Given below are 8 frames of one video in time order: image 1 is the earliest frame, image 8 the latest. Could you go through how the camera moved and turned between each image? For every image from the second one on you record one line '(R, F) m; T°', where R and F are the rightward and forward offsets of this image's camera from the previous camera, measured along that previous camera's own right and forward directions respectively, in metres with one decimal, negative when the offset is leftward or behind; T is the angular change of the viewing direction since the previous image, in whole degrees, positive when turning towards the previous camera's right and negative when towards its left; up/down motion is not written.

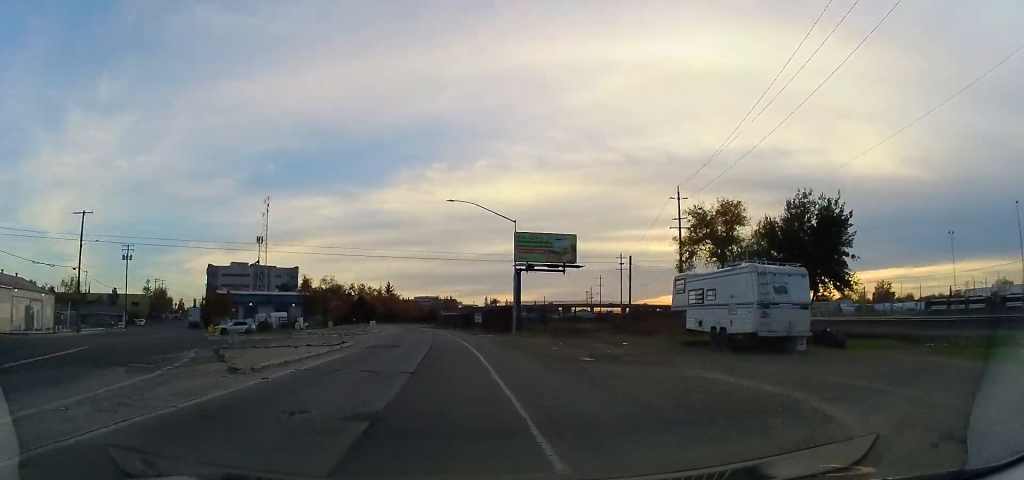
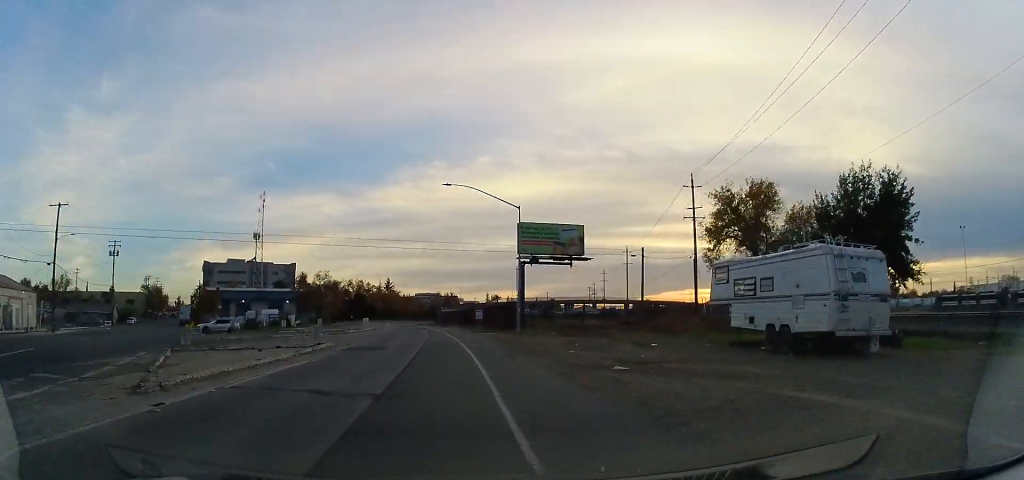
(-0.1, +4.4) m; 0°
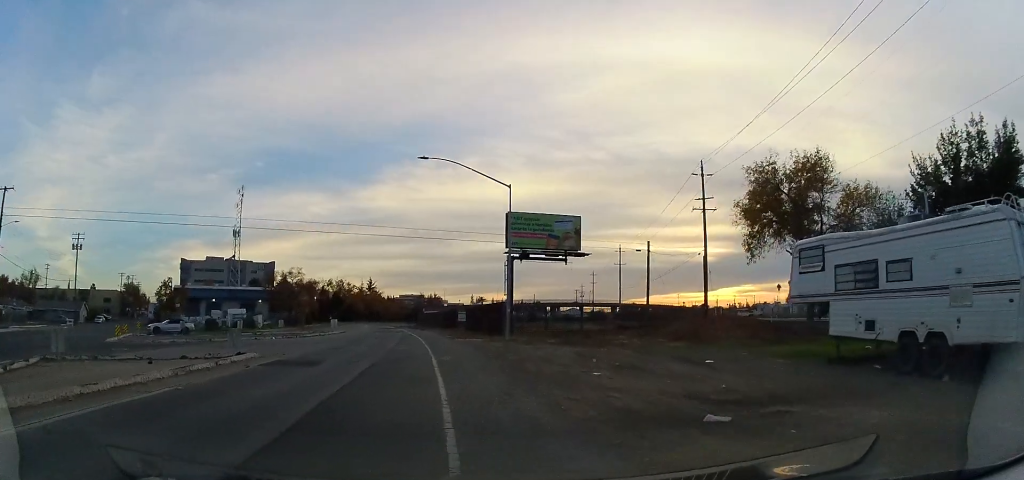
(-0.1, +7.1) m; +3°
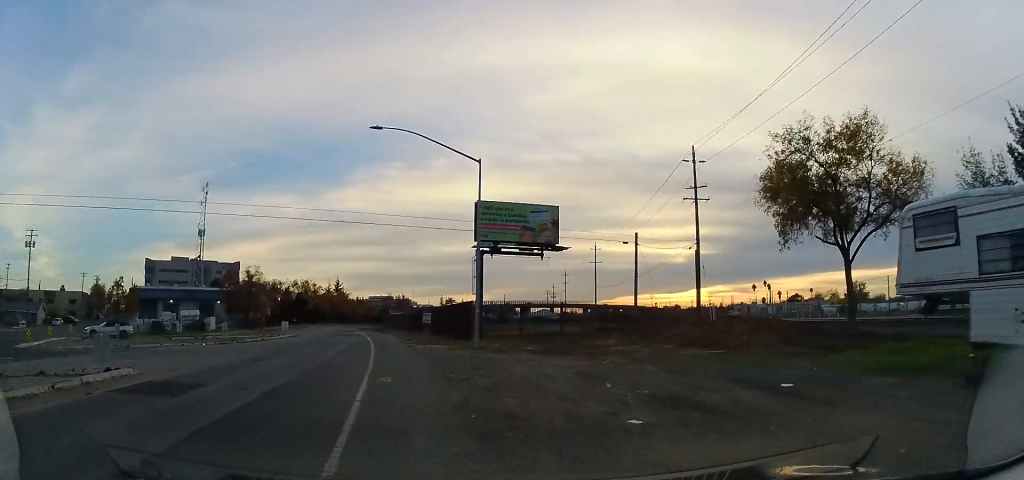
(+0.4, +5.8) m; +6°
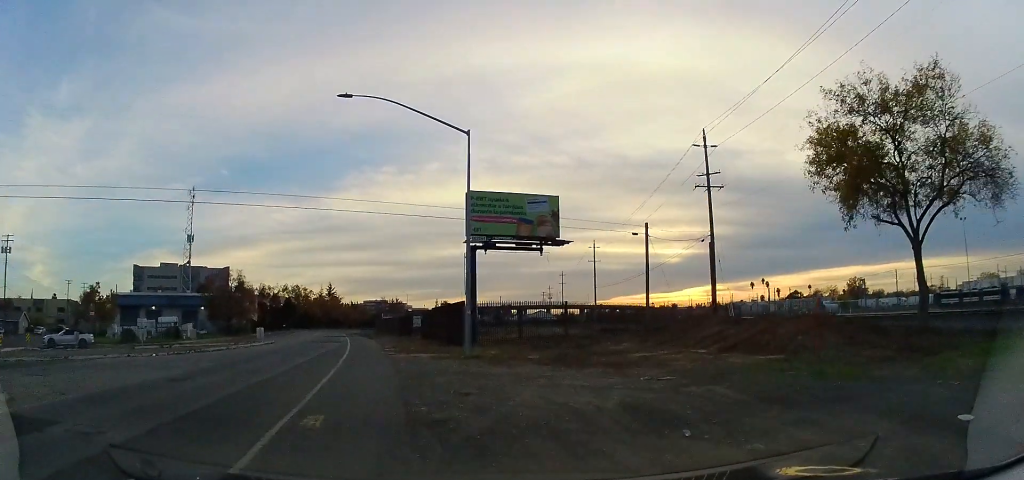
(+0.3, +5.1) m; +2°
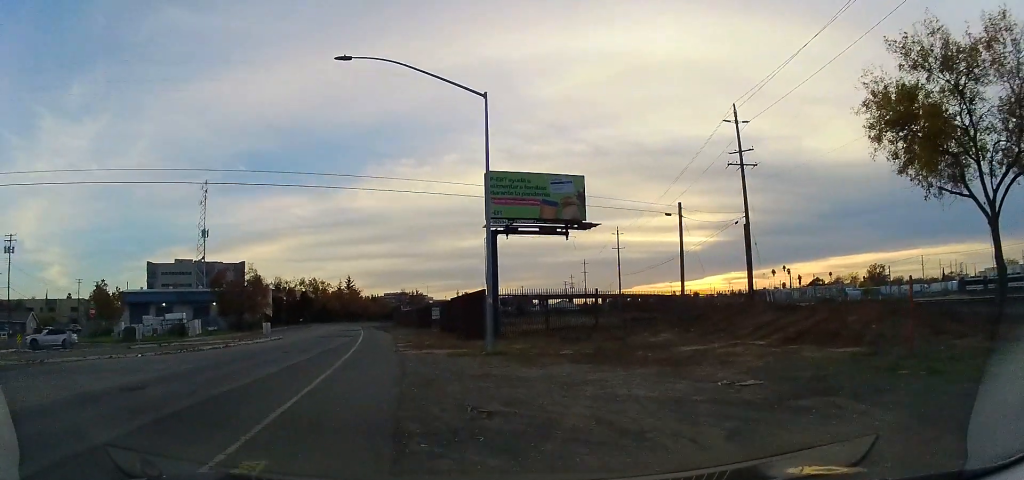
(+0.1, +3.5) m; -1°
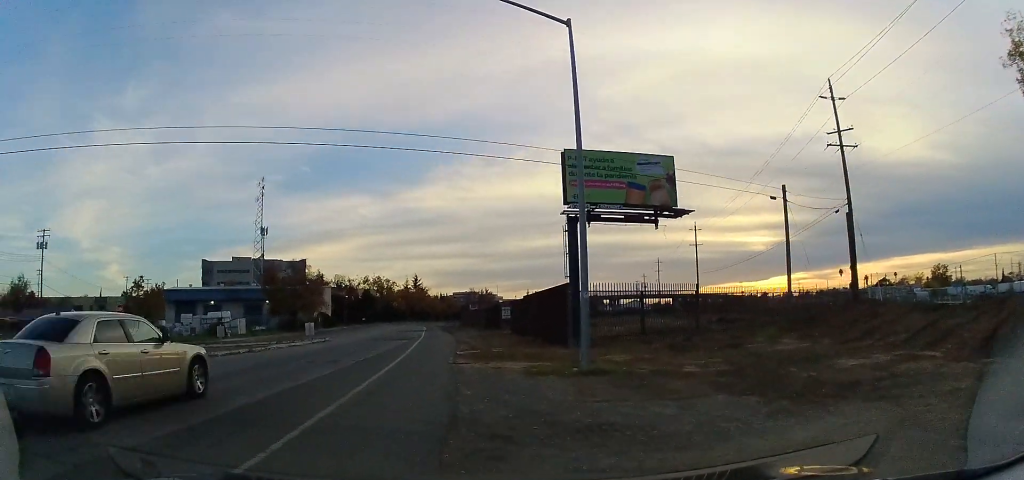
(-0.6, +5.9) m; -16°
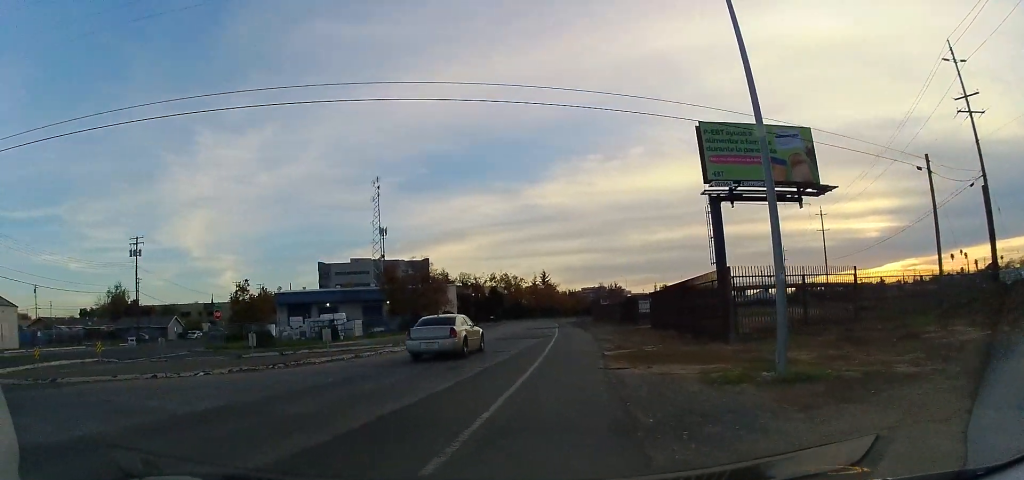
(-0.5, +3.1) m; -24°
